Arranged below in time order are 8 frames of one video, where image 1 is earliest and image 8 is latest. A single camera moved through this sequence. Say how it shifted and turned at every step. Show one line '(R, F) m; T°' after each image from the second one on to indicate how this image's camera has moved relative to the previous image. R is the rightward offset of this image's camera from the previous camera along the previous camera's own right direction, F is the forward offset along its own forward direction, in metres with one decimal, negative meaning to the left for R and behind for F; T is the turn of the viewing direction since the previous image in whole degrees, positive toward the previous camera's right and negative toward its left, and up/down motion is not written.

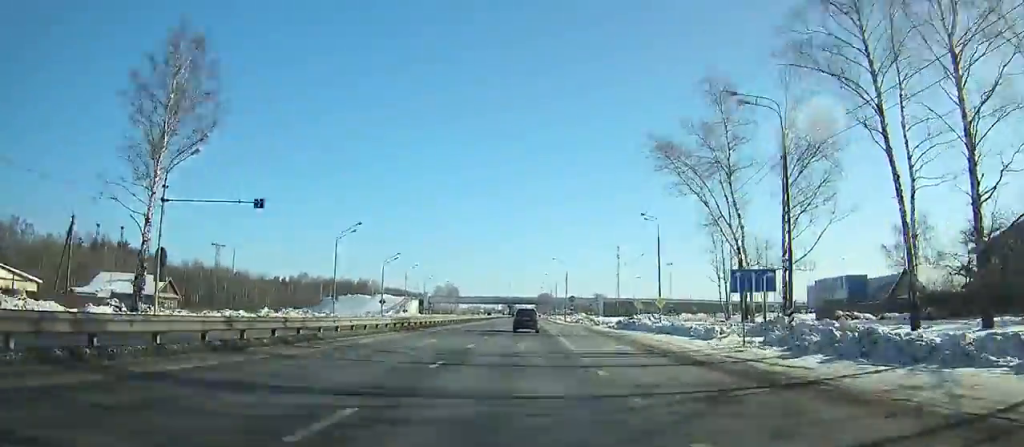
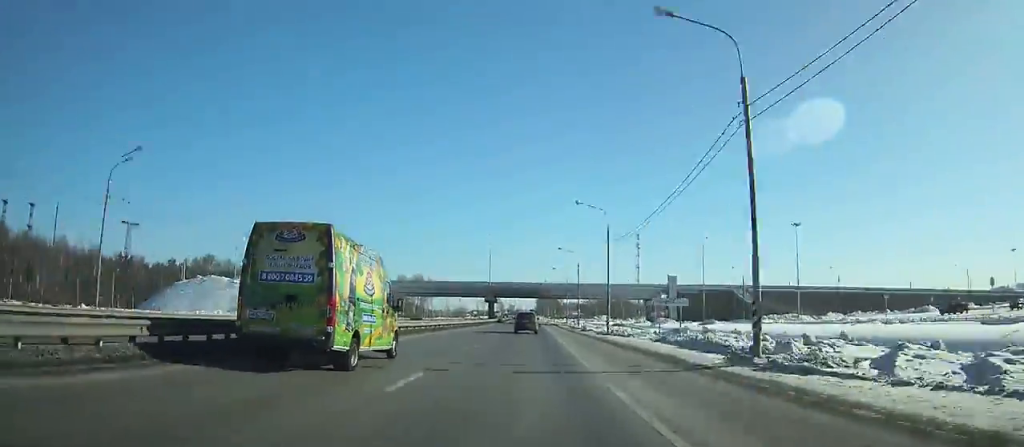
(+0.5, +115.6) m; 0°
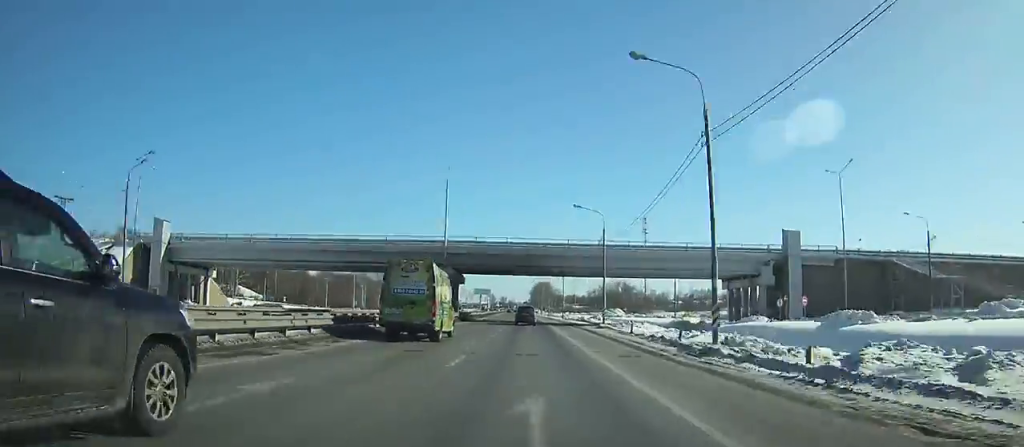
(0.0, +56.4) m; 0°
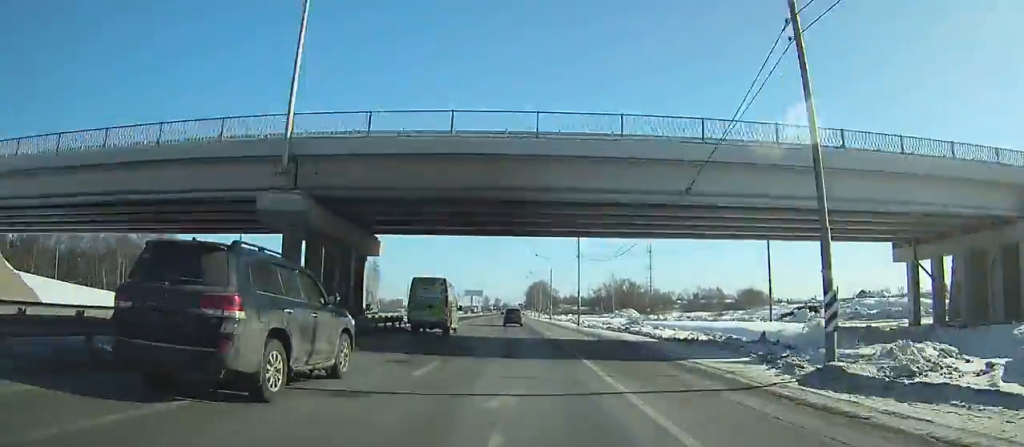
(0.0, +38.0) m; 0°
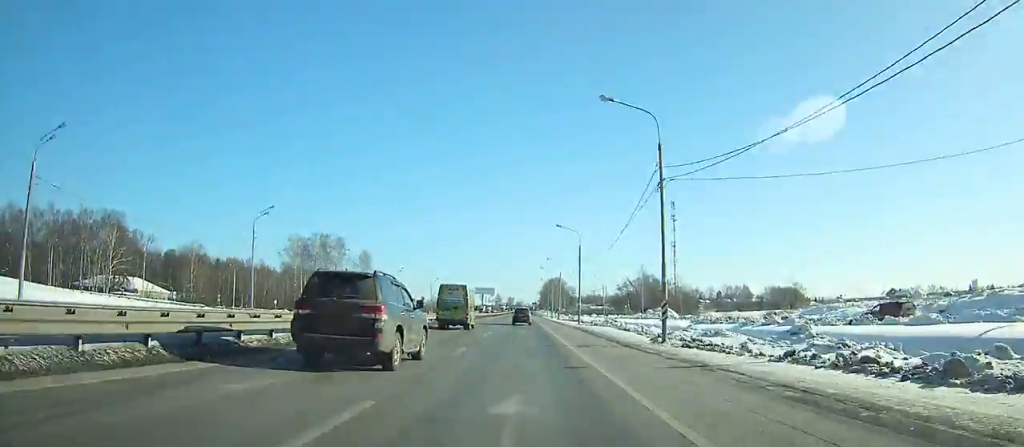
(0.0, +30.7) m; 0°
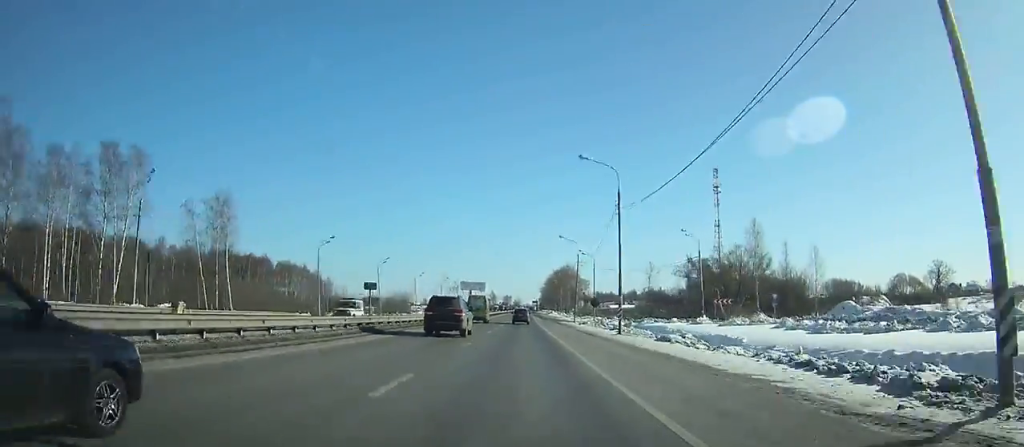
(-0.8, +93.2) m; -1°
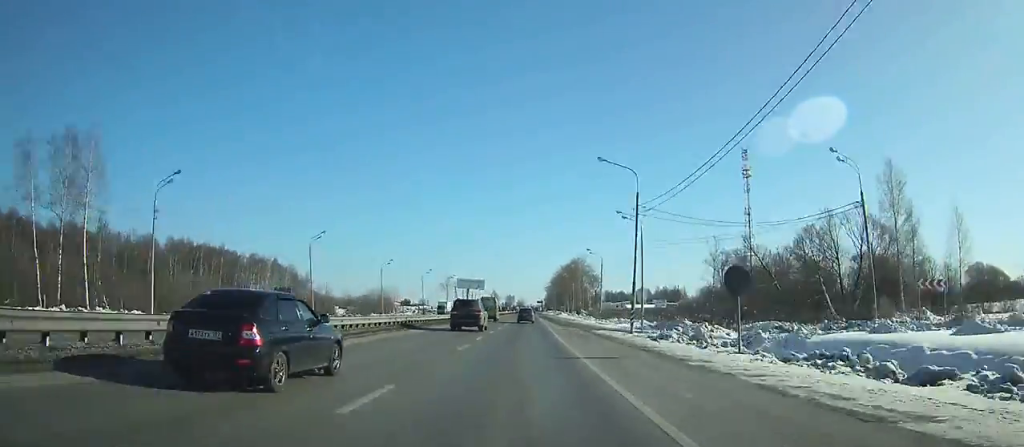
(+0.1, +37.2) m; 0°
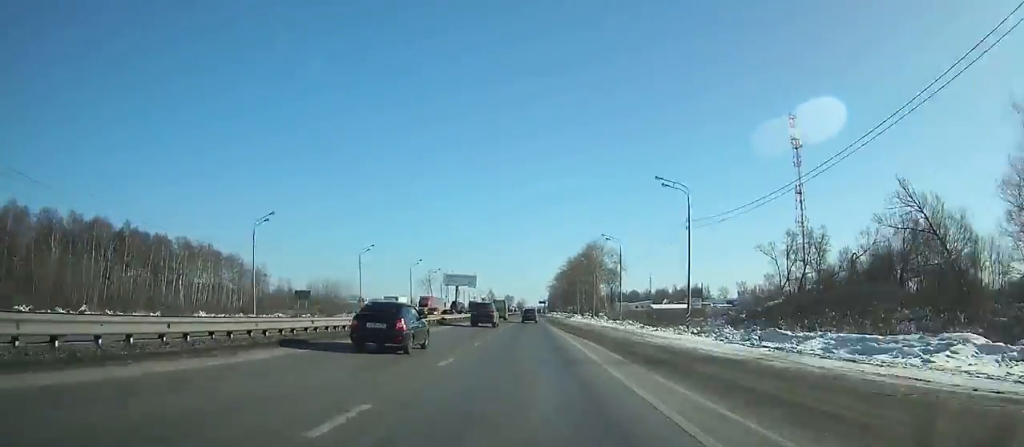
(0.0, +52.9) m; 0°
